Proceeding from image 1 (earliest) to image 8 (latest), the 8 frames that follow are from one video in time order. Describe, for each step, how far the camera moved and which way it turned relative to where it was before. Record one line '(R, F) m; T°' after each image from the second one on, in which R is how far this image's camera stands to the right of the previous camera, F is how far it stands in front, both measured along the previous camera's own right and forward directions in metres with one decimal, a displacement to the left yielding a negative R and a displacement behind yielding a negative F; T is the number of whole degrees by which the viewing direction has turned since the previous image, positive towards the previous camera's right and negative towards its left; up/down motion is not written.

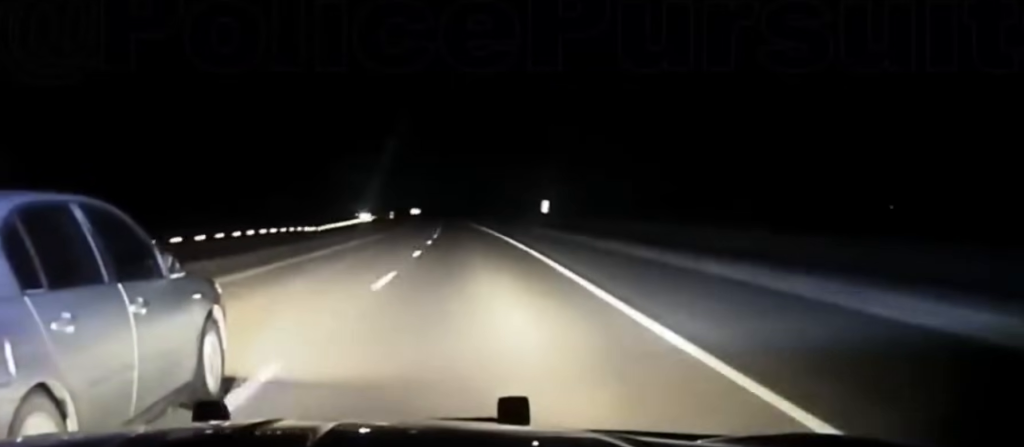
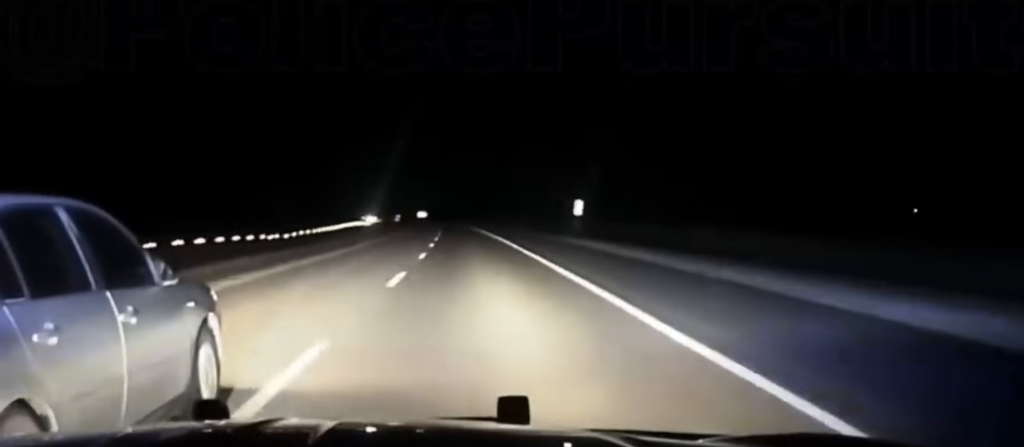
(-0.1, +25.5) m; 0°
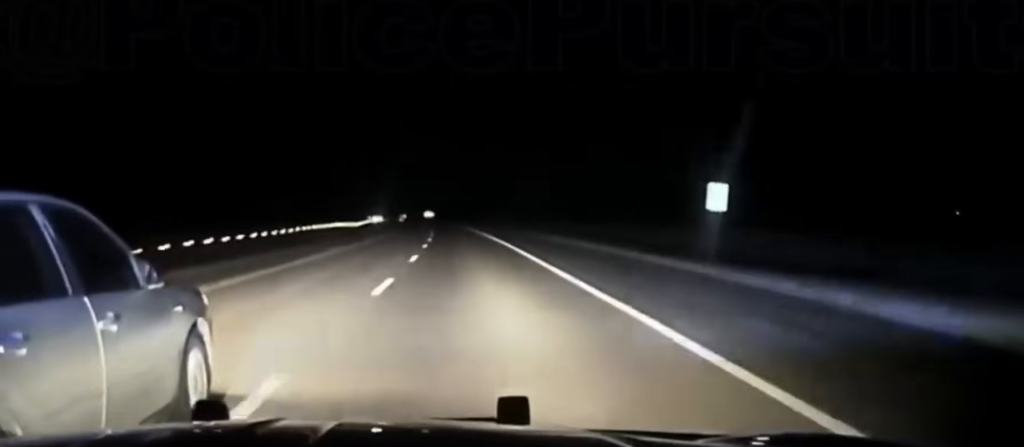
(-0.2, +45.3) m; -1°
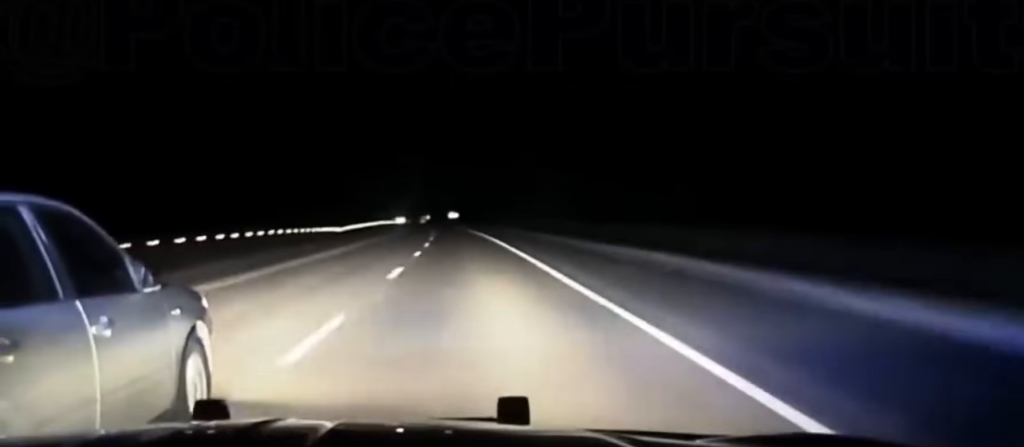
(-0.5, +59.7) m; -1°
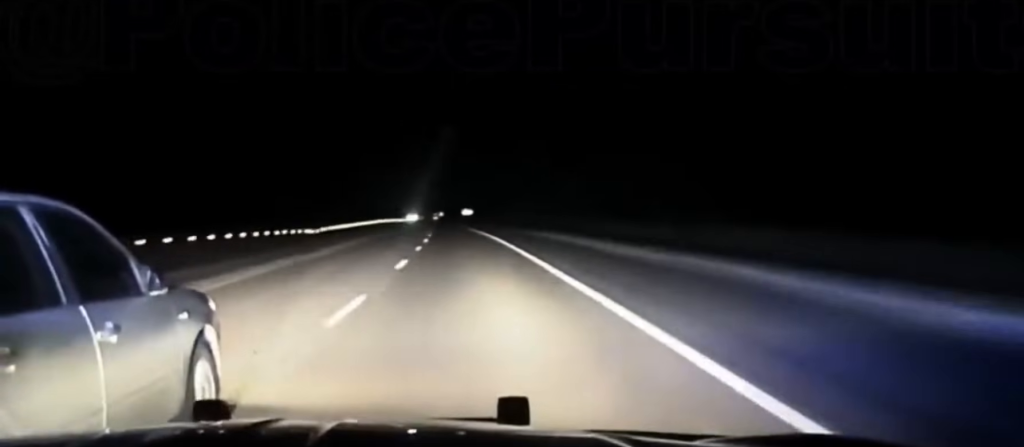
(-0.5, +34.4) m; -1°
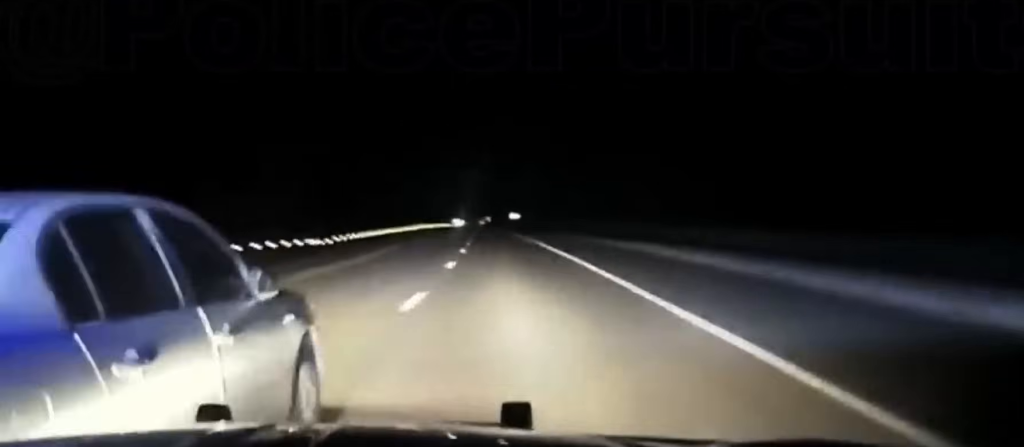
(-0.1, +20.3) m; -1°
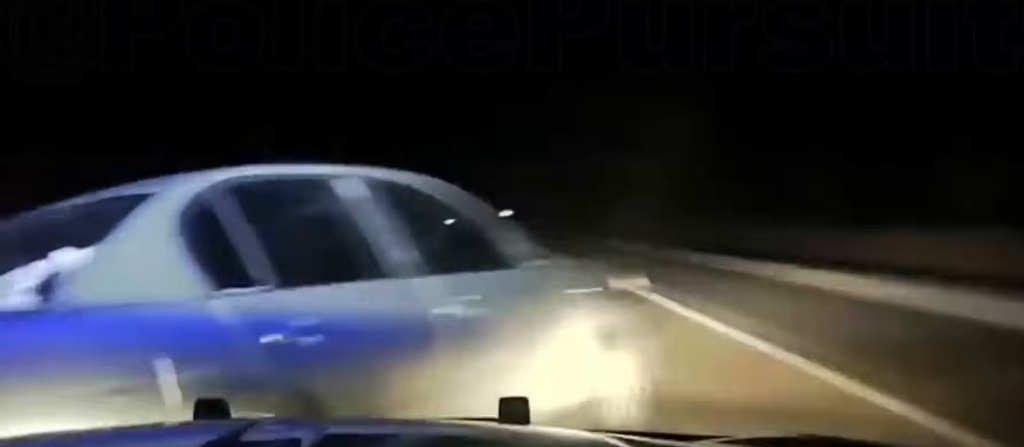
(-0.2, +23.8) m; 0°
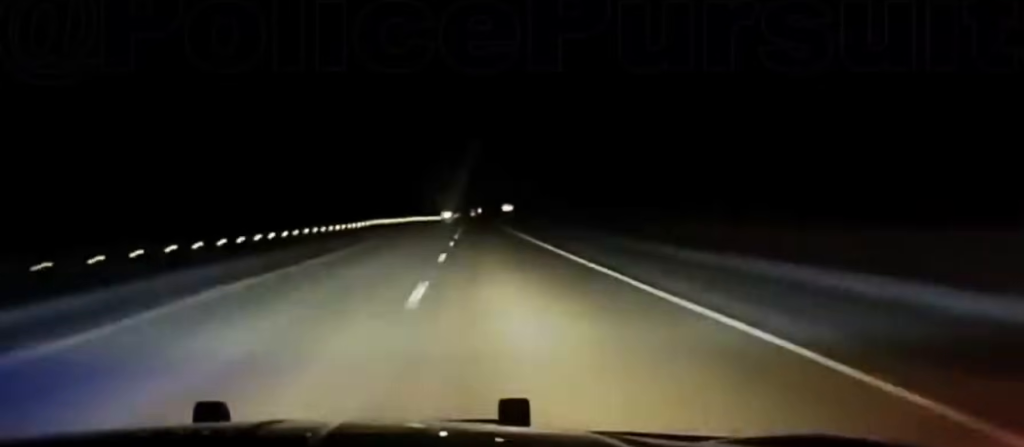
(-0.1, +35.0) m; 0°
